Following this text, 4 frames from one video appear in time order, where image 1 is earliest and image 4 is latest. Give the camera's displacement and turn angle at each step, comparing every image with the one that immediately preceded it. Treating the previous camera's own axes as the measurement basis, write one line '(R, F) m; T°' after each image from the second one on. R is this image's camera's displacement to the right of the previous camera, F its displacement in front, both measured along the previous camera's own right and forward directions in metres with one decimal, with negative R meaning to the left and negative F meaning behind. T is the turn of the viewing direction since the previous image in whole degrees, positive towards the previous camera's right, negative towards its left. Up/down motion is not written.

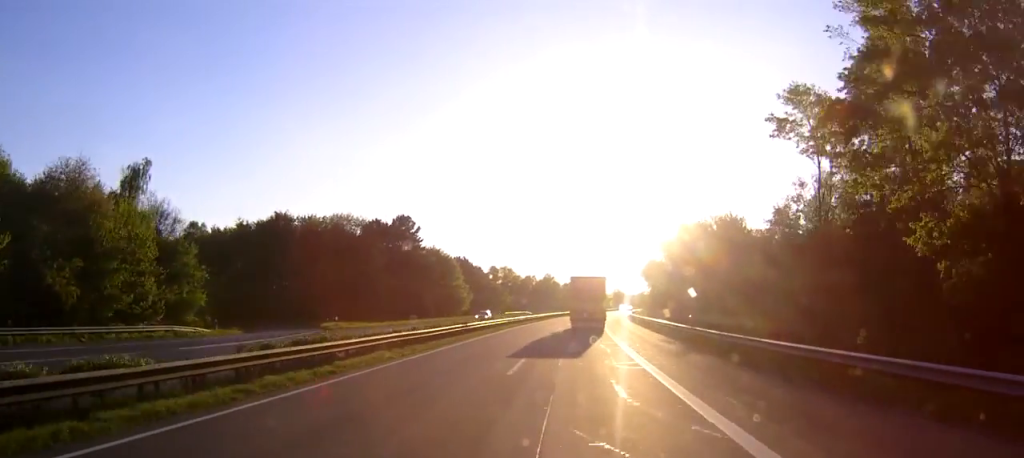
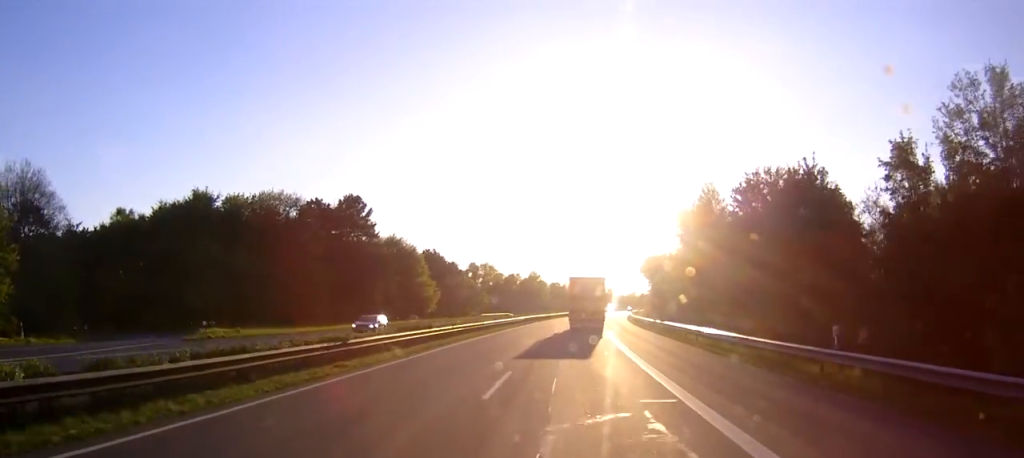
(0.0, +23.2) m; +1°
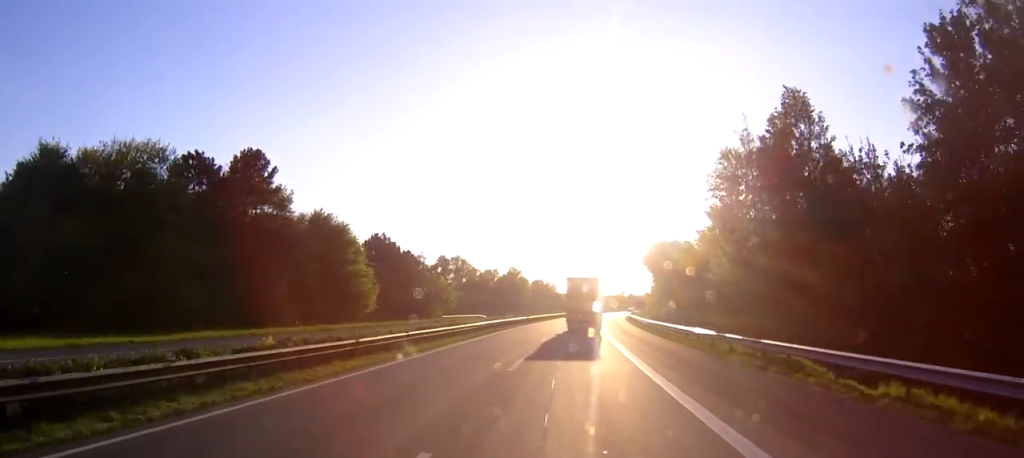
(+0.7, +29.1) m; +2°
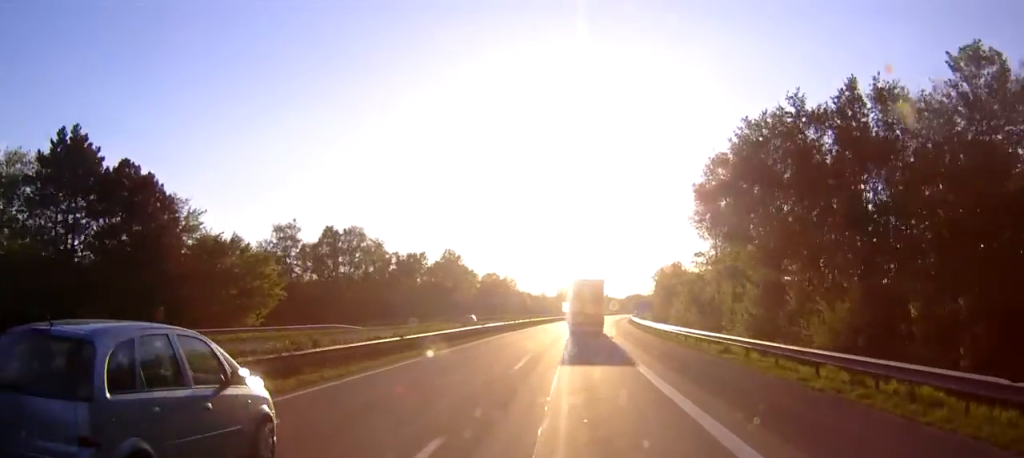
(+1.4, +70.4) m; +3°
